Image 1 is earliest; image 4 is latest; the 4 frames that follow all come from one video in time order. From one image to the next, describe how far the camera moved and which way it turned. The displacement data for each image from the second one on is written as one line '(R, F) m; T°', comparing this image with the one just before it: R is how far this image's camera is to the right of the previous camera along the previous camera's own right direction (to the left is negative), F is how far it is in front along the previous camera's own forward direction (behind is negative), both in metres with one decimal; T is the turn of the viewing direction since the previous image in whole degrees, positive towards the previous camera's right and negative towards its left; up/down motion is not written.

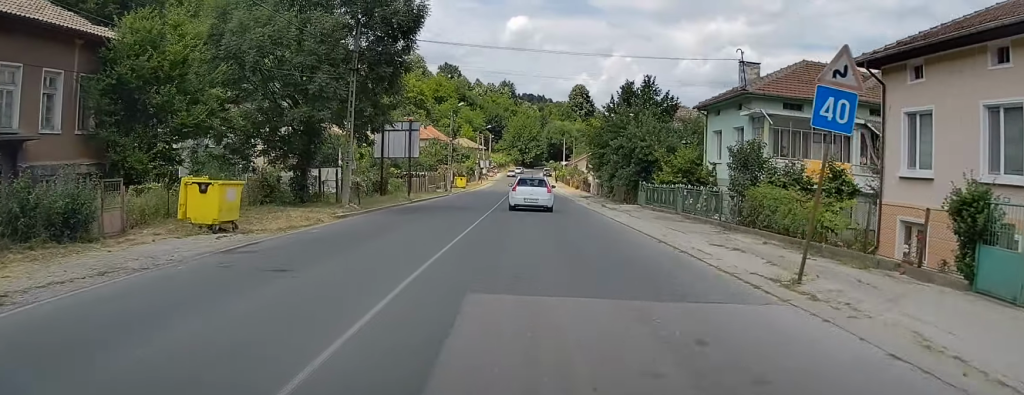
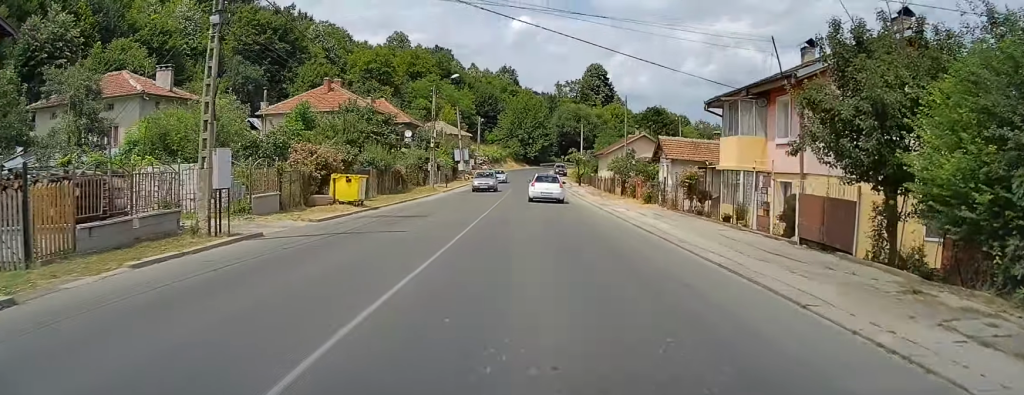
(+0.2, +47.8) m; +1°
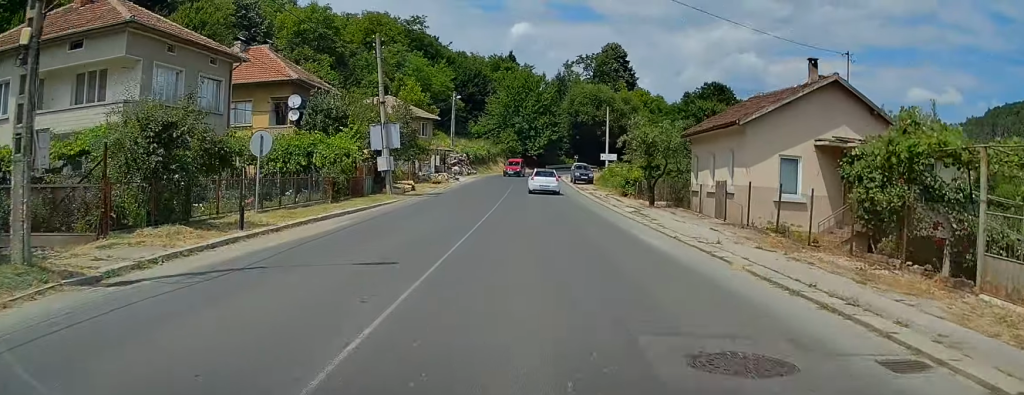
(-0.5, +41.6) m; 0°
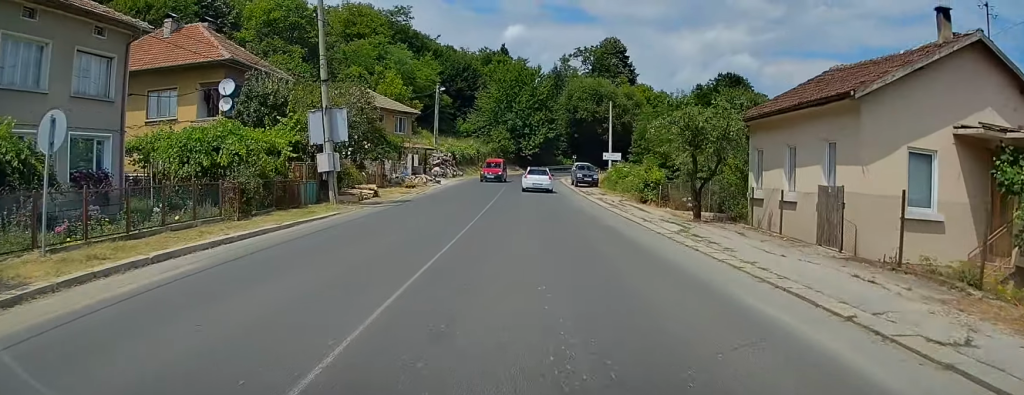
(+0.1, +9.1) m; 0°
